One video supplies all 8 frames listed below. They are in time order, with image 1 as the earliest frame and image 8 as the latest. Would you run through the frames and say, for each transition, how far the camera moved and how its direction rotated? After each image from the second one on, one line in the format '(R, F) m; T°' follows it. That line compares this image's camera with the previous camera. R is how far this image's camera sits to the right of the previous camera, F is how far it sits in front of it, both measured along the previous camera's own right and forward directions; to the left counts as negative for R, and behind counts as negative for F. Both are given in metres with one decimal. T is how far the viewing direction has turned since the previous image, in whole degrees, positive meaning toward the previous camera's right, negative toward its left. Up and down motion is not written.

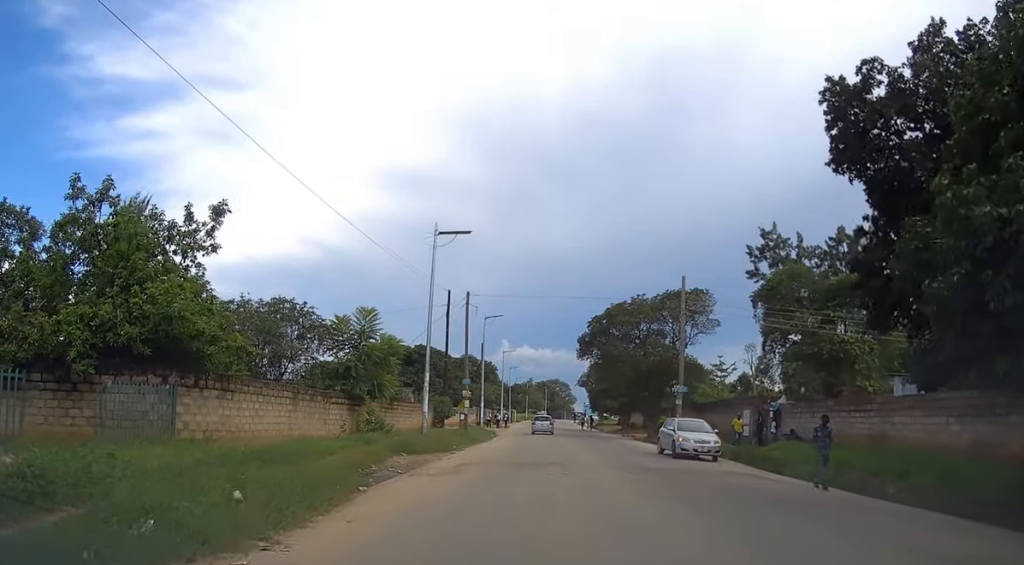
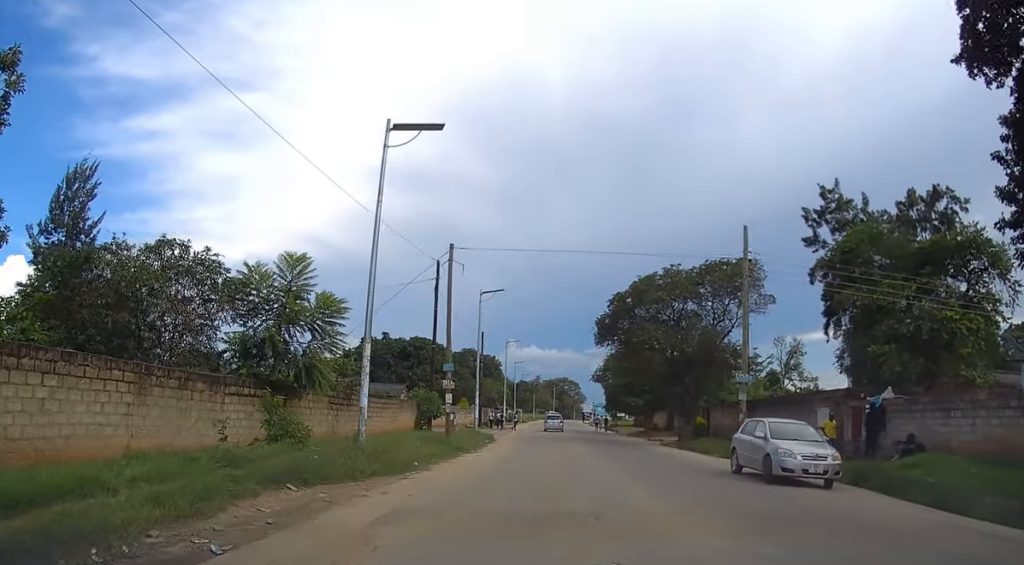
(+0.1, +10.2) m; -1°
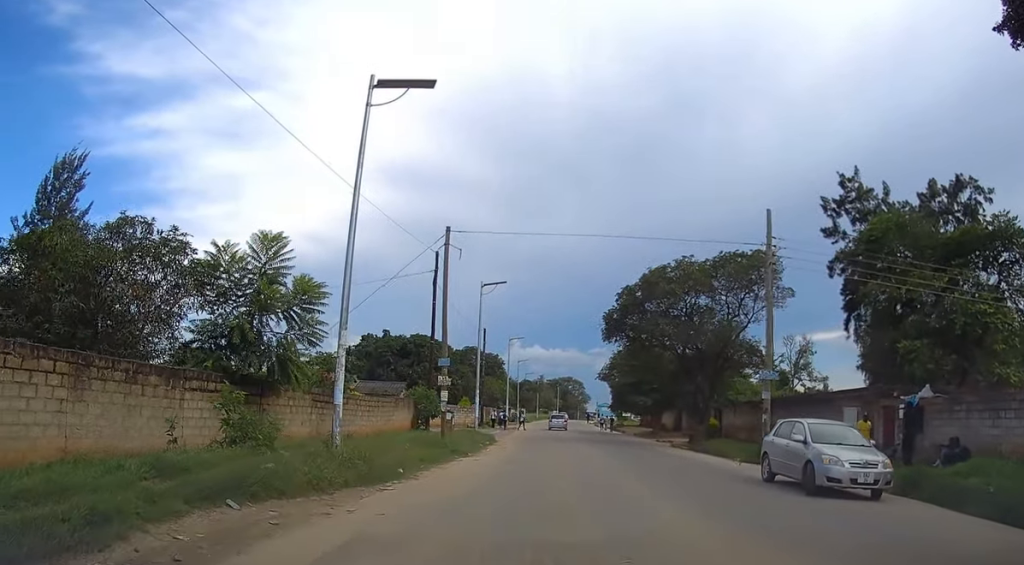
(-0.2, +2.7) m; 0°
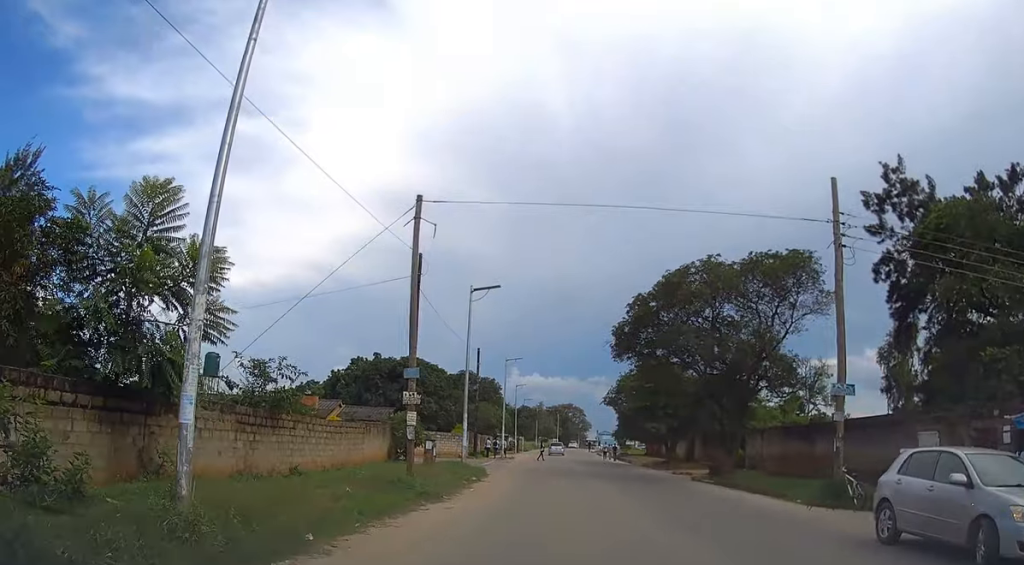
(+0.2, +6.4) m; -1°
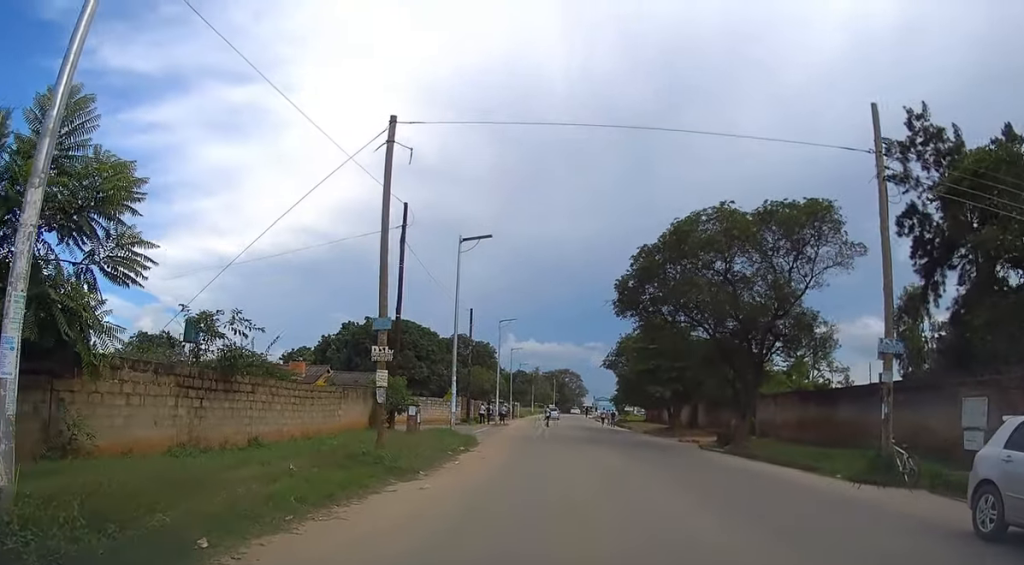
(0.0, +2.9) m; +1°
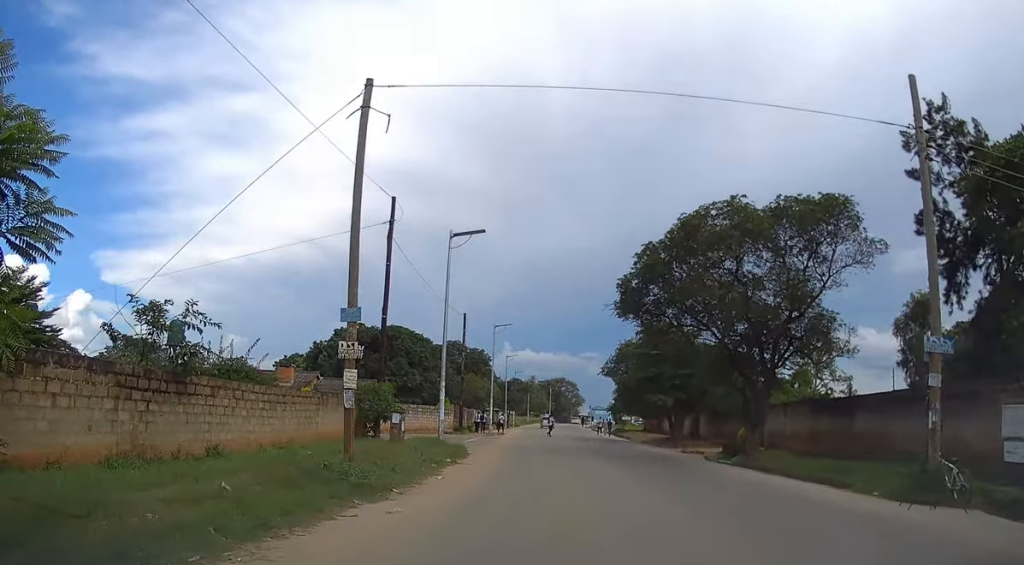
(0.0, +1.9) m; +1°
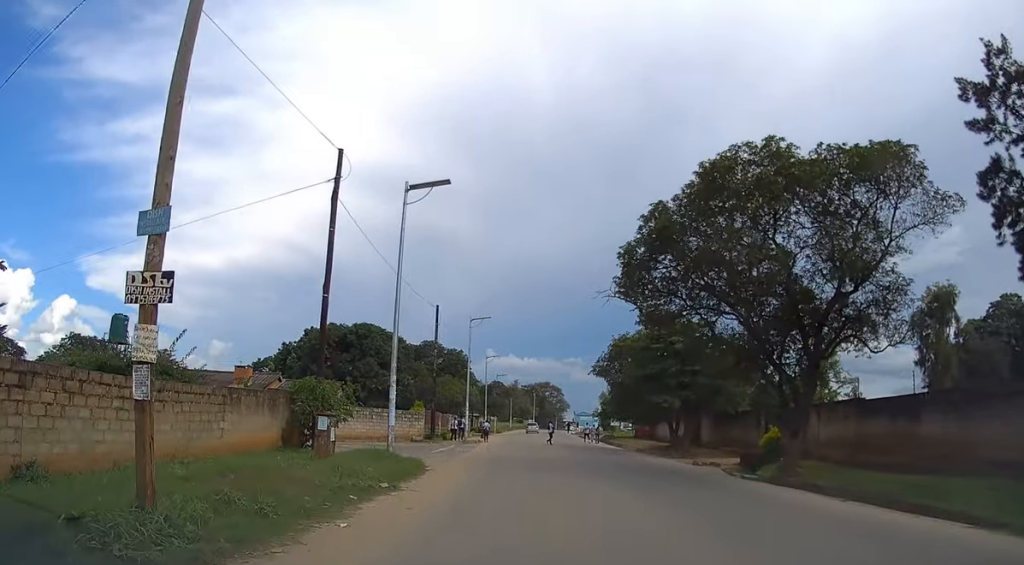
(+0.2, +5.7) m; +1°
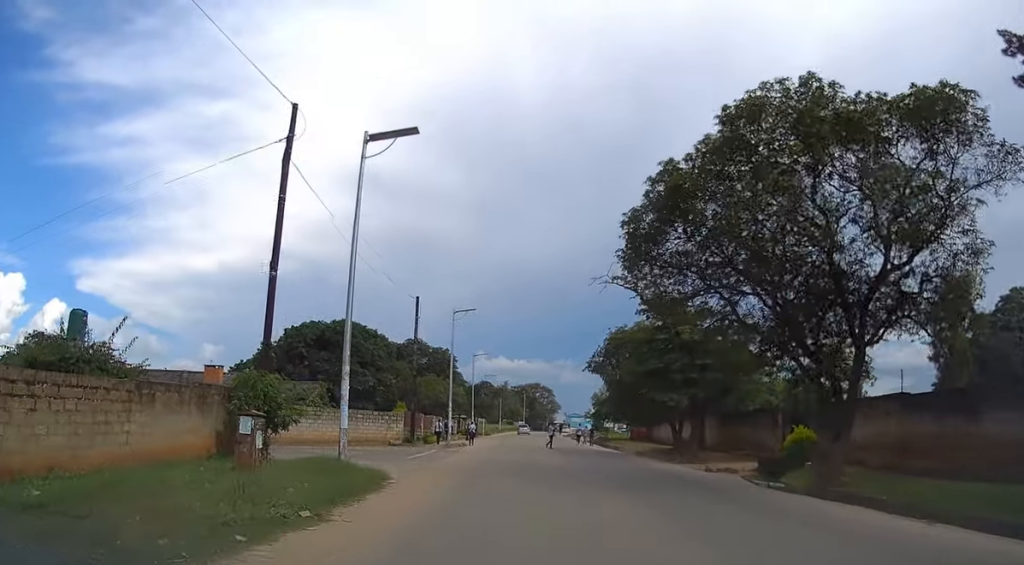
(0.0, +3.9) m; -1°
